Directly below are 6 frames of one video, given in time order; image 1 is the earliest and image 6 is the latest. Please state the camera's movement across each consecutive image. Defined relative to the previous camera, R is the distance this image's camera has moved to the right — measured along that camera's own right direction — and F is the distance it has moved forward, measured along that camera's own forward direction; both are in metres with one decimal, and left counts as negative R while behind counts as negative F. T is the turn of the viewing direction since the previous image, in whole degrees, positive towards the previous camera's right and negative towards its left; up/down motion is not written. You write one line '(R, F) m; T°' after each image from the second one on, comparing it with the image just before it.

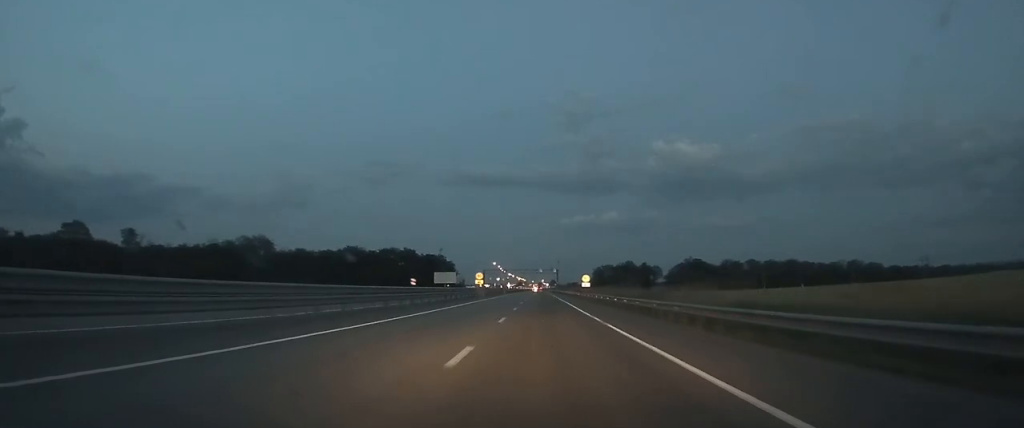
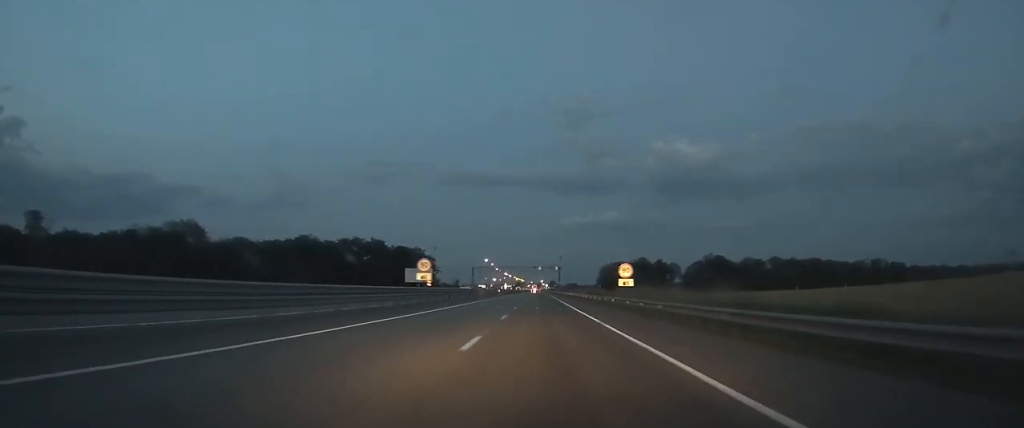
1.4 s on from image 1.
(+0.2, +33.5) m; +1°
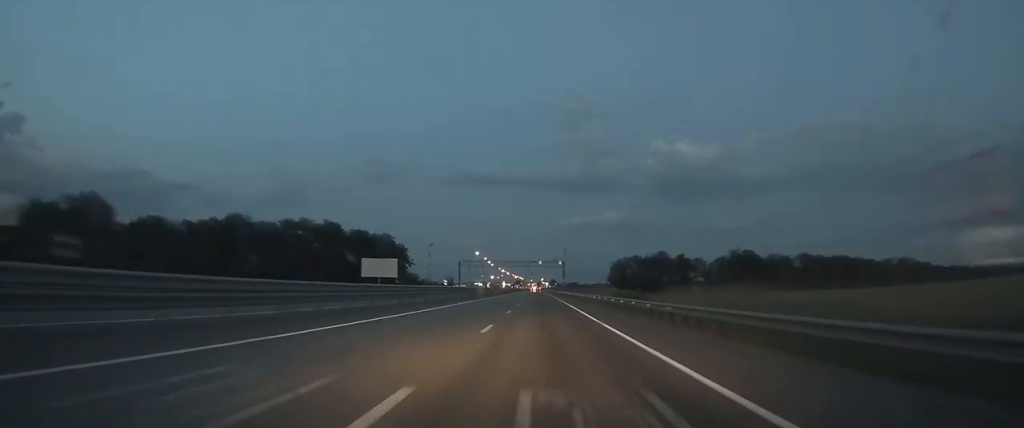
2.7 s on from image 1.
(0.0, +31.7) m; 0°
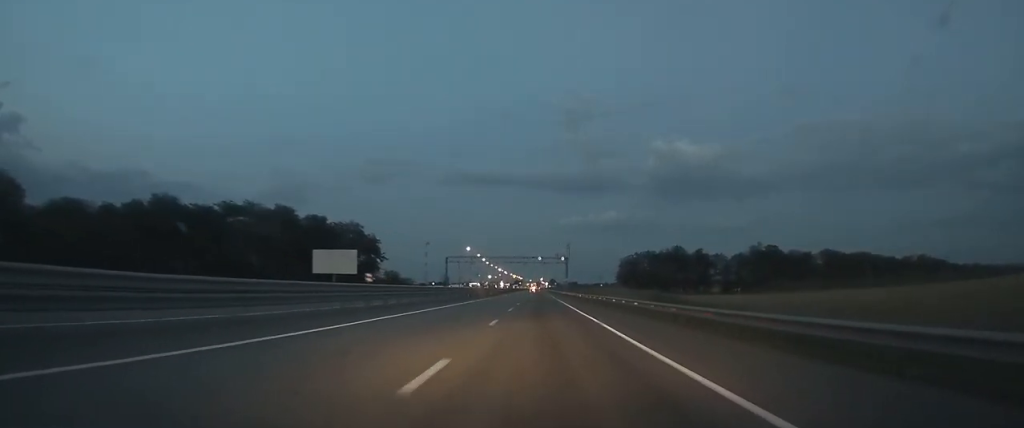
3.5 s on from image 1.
(0.0, +21.0) m; 0°
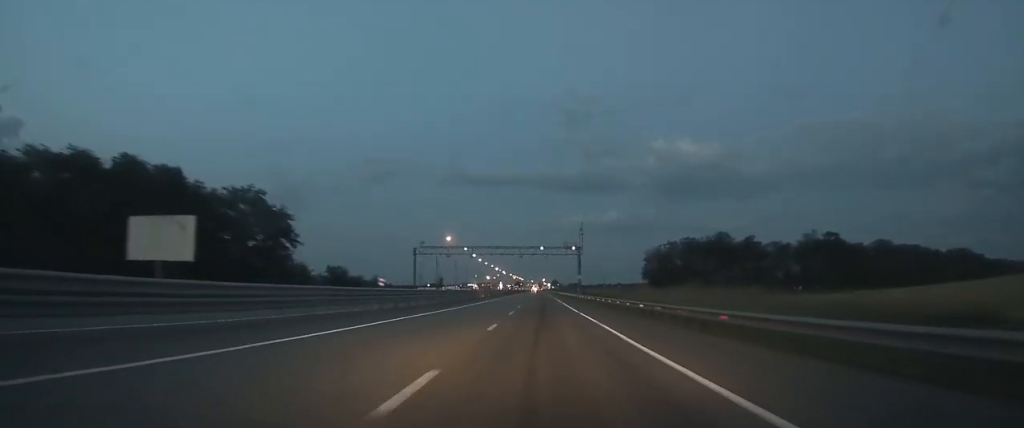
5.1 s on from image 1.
(-0.1, +37.0) m; 0°
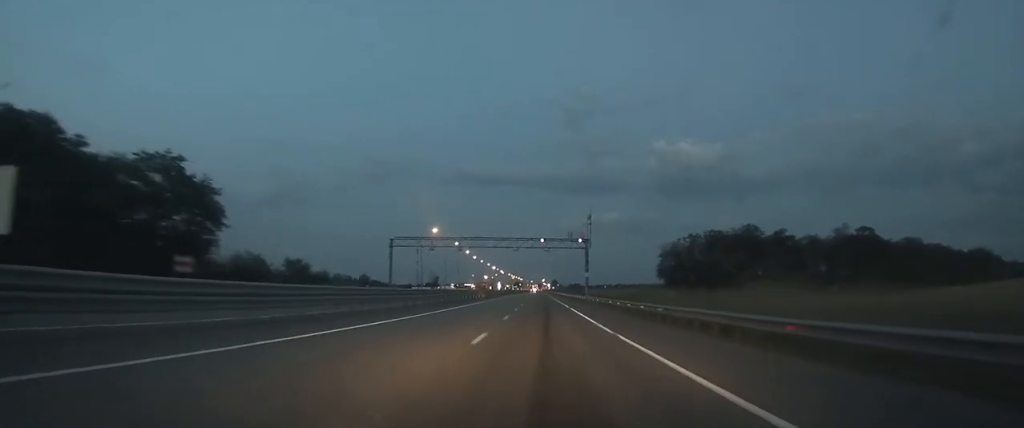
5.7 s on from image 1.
(0.0, +16.0) m; 0°
